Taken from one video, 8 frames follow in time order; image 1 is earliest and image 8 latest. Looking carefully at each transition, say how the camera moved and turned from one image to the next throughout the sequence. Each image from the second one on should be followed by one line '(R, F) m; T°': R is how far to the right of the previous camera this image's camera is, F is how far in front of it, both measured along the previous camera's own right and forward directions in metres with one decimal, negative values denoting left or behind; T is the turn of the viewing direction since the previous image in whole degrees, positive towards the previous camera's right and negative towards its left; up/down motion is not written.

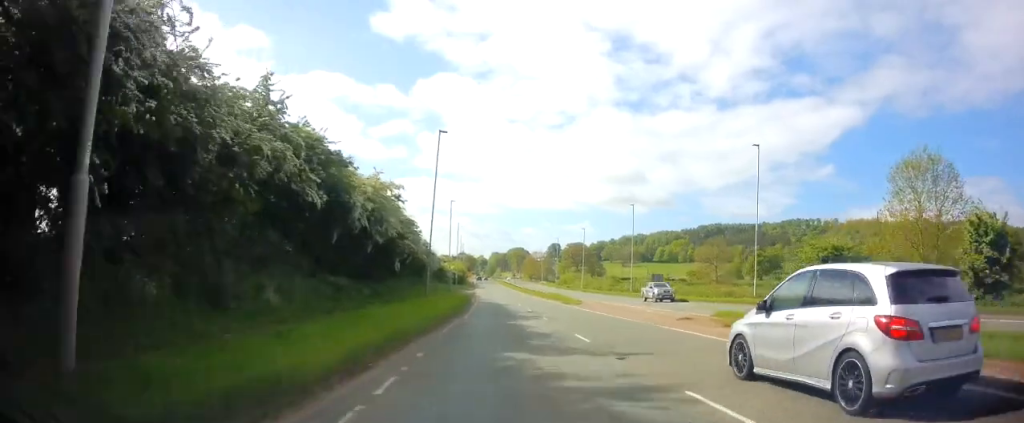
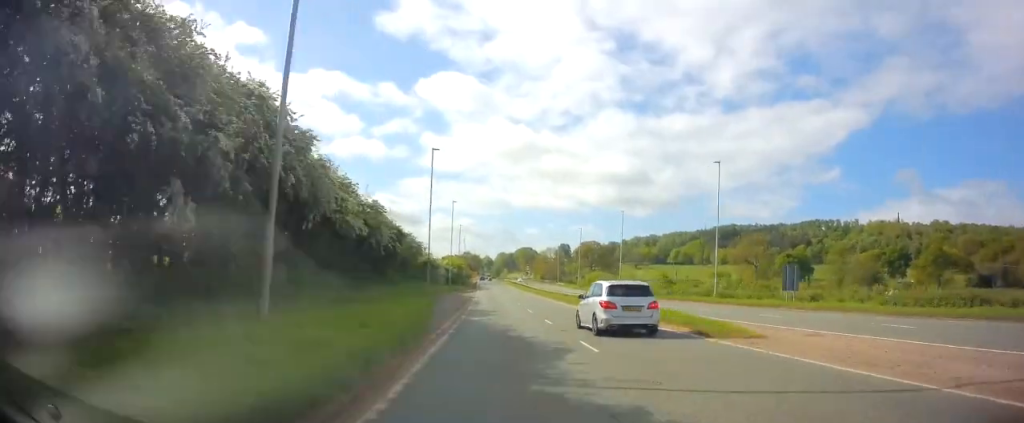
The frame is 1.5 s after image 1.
(+0.1, +29.2) m; 0°
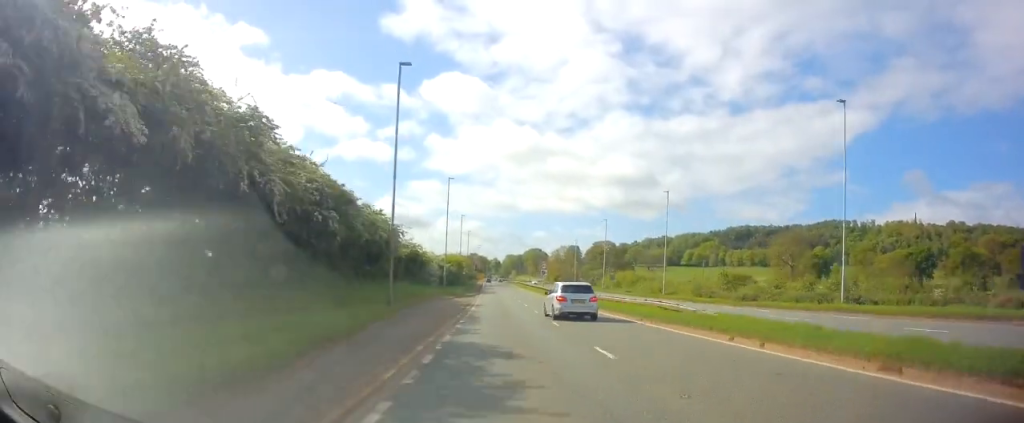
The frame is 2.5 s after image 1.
(-0.2, +19.3) m; -1°
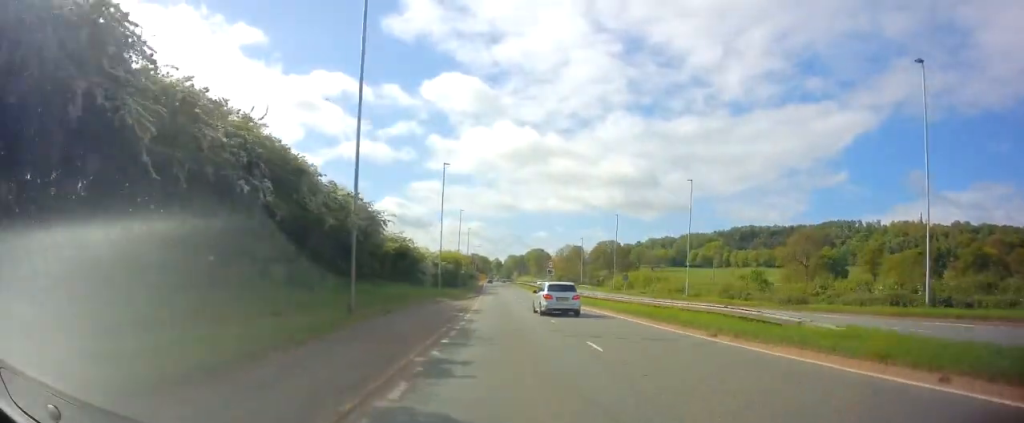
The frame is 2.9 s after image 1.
(0.0, +7.7) m; 0°
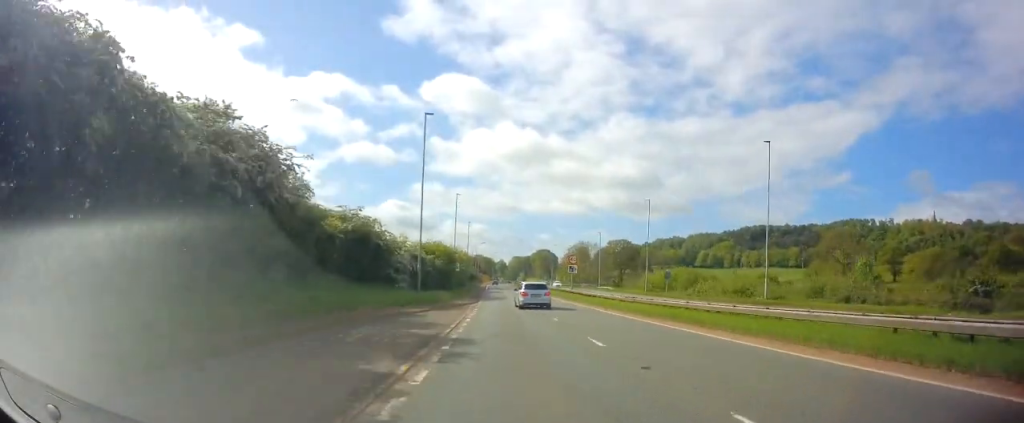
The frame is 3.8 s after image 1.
(0.0, +17.2) m; 0°
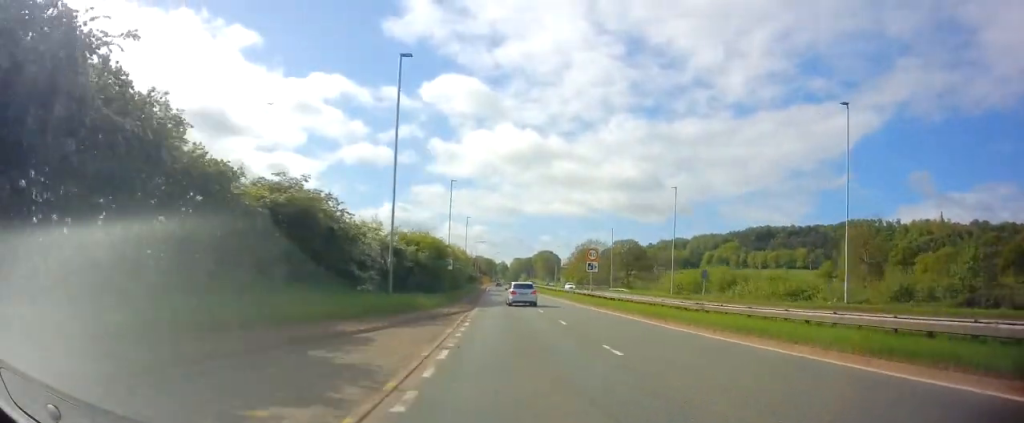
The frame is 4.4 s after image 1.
(0.0, +10.8) m; 0°
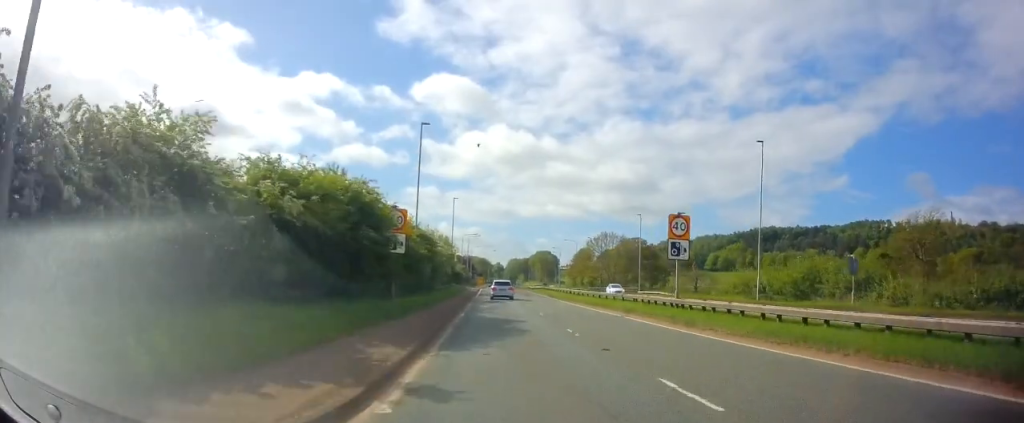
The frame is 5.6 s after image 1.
(-0.1, +23.2) m; 0°
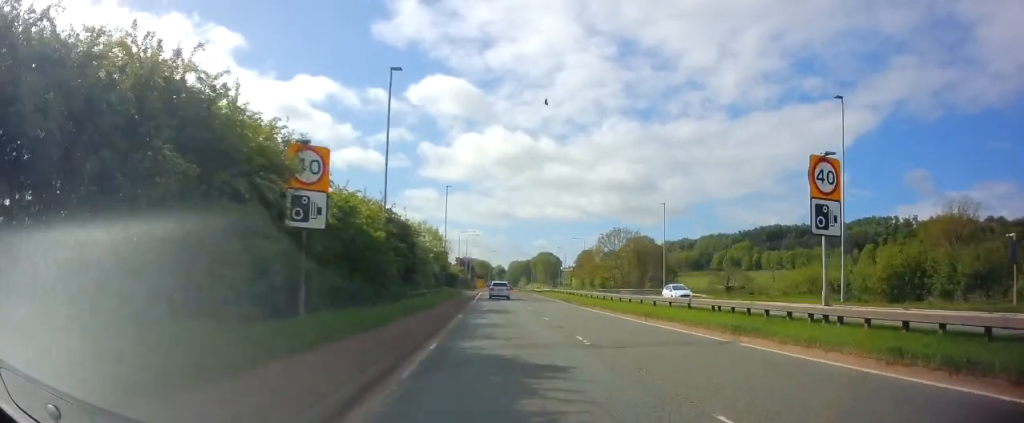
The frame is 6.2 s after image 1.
(0.0, +11.5) m; 0°
